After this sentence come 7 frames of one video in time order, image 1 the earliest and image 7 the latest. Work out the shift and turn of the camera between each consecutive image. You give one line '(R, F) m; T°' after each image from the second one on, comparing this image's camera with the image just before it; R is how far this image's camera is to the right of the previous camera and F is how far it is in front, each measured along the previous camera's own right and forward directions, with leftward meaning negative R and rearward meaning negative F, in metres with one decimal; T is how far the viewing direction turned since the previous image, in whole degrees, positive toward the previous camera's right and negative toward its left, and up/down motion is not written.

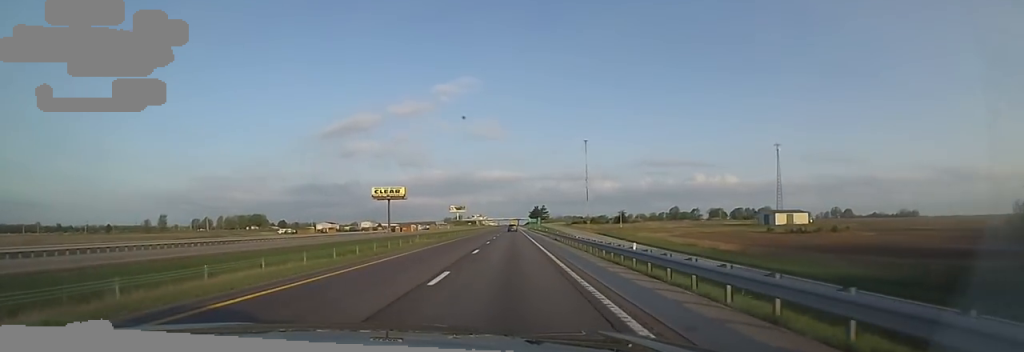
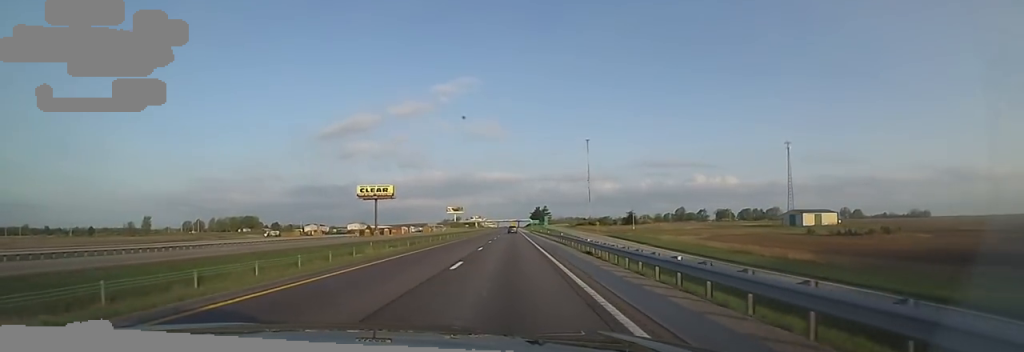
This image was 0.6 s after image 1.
(0.0, +20.4) m; -1°
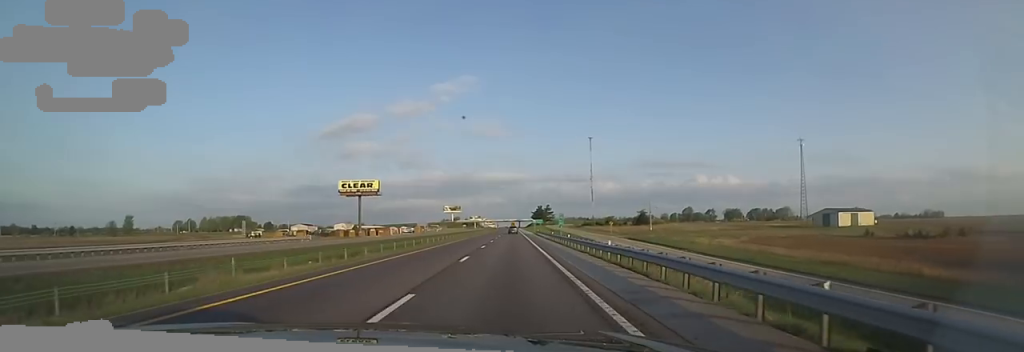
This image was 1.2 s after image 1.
(+0.3, +21.6) m; -2°
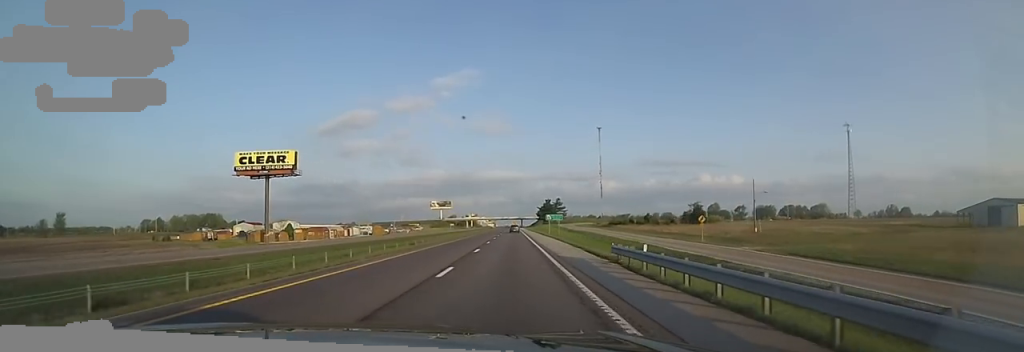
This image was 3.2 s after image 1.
(-1.3, +68.9) m; +1°
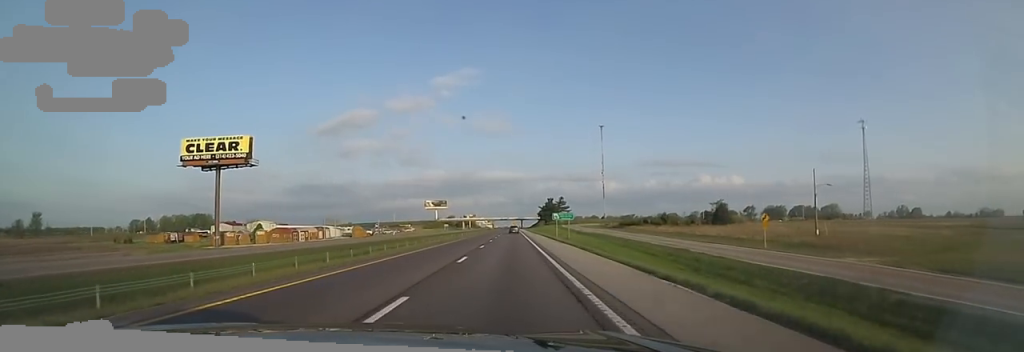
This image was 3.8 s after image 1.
(+0.4, +19.3) m; 0°
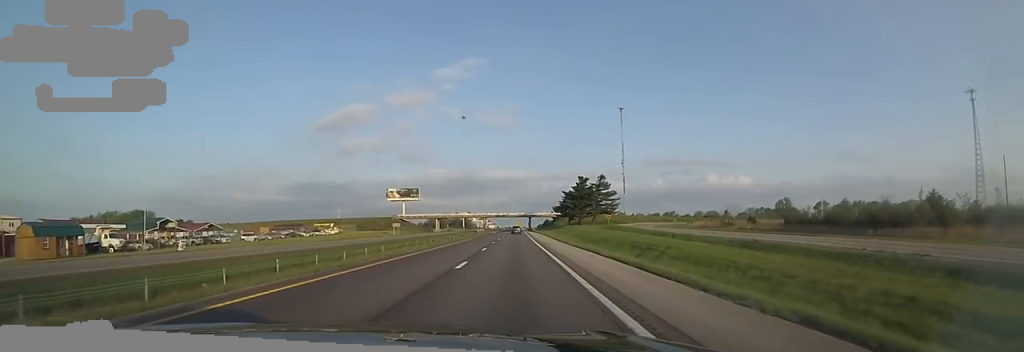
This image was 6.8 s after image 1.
(+1.0, +102.3) m; +1°
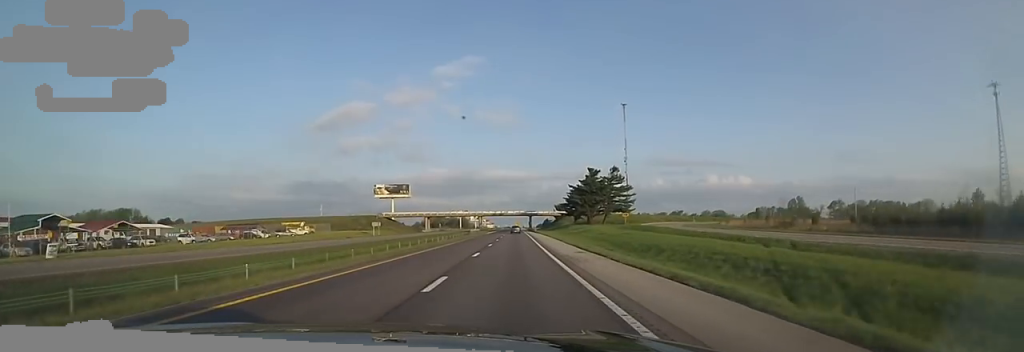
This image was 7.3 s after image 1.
(+0.1, +18.3) m; -1°
